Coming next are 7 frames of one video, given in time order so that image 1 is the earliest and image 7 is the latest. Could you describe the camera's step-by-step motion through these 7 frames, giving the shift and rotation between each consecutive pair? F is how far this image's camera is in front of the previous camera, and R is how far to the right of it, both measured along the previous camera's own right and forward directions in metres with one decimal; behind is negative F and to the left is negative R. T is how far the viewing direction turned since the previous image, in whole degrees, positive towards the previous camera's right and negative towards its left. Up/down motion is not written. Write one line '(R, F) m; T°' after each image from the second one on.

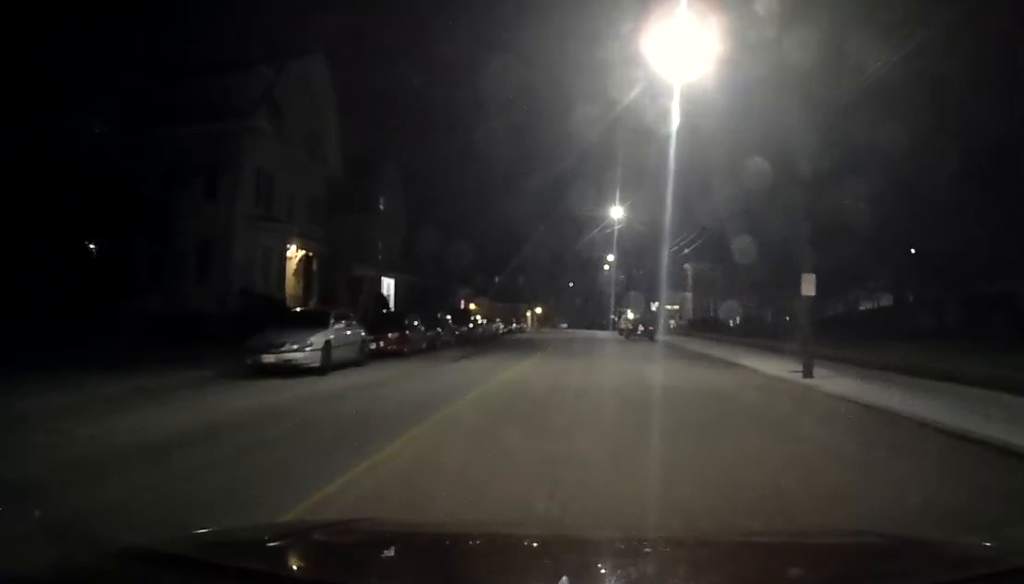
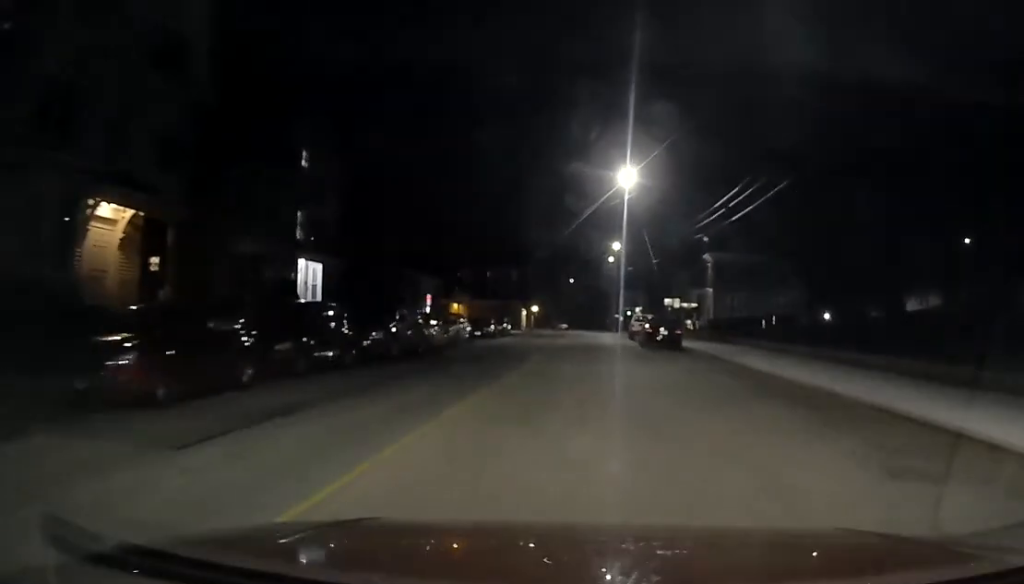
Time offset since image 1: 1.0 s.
(-0.1, +13.1) m; 0°
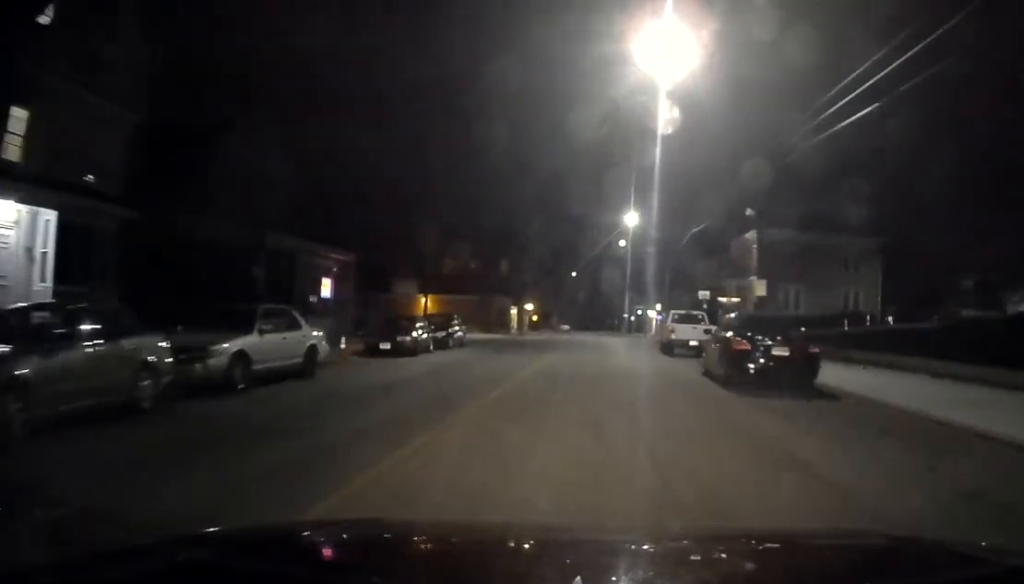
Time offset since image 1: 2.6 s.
(+0.4, +19.4) m; 0°
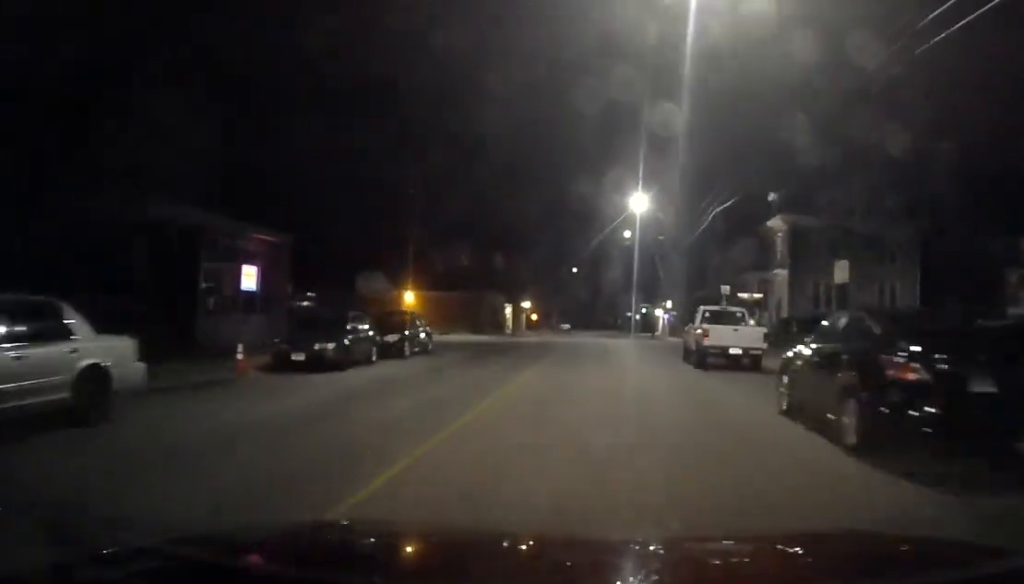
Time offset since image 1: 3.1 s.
(-0.2, +6.6) m; 0°
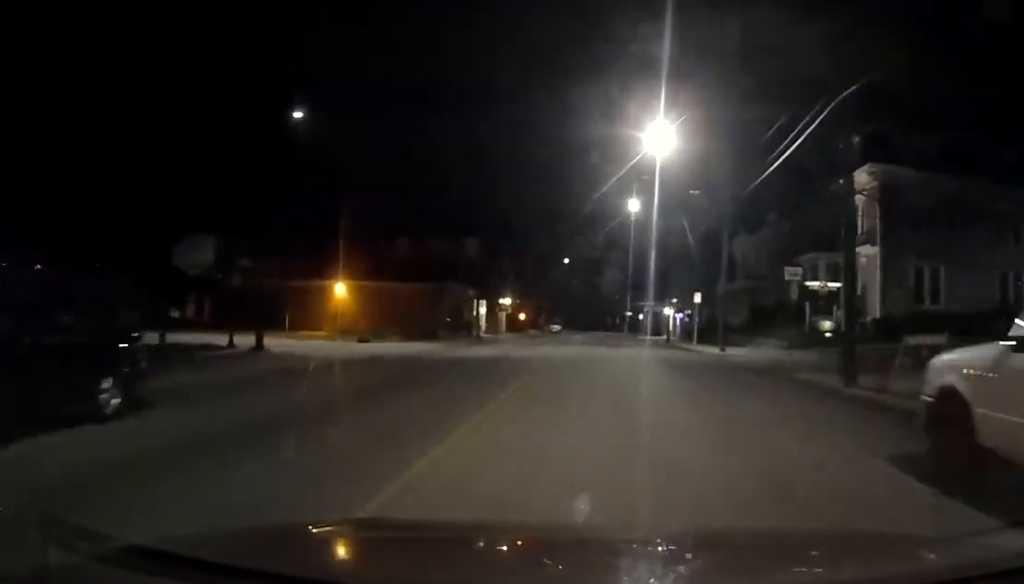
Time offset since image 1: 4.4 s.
(+0.1, +16.5) m; 0°
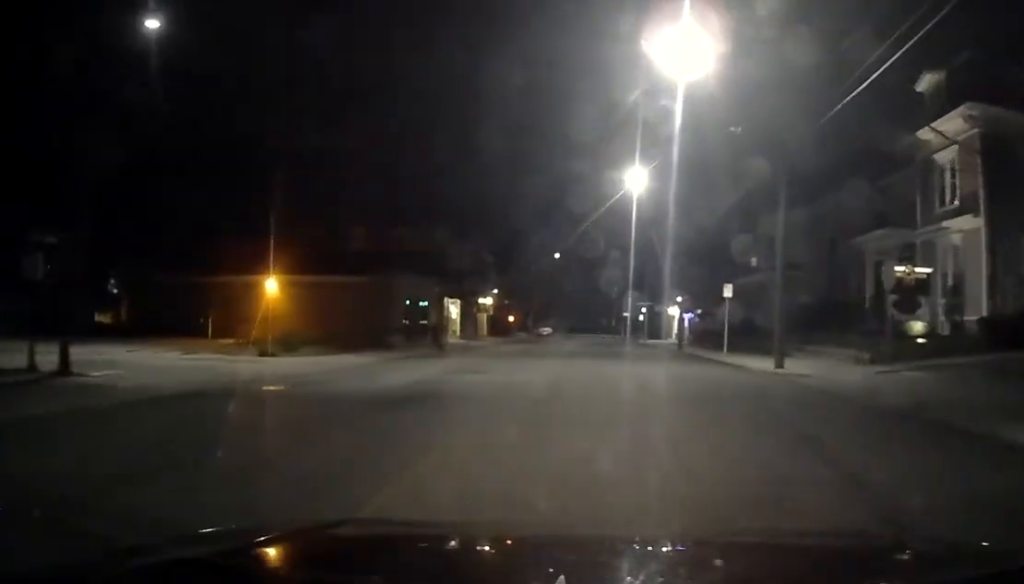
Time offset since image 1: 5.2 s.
(-0.2, +9.7) m; -1°
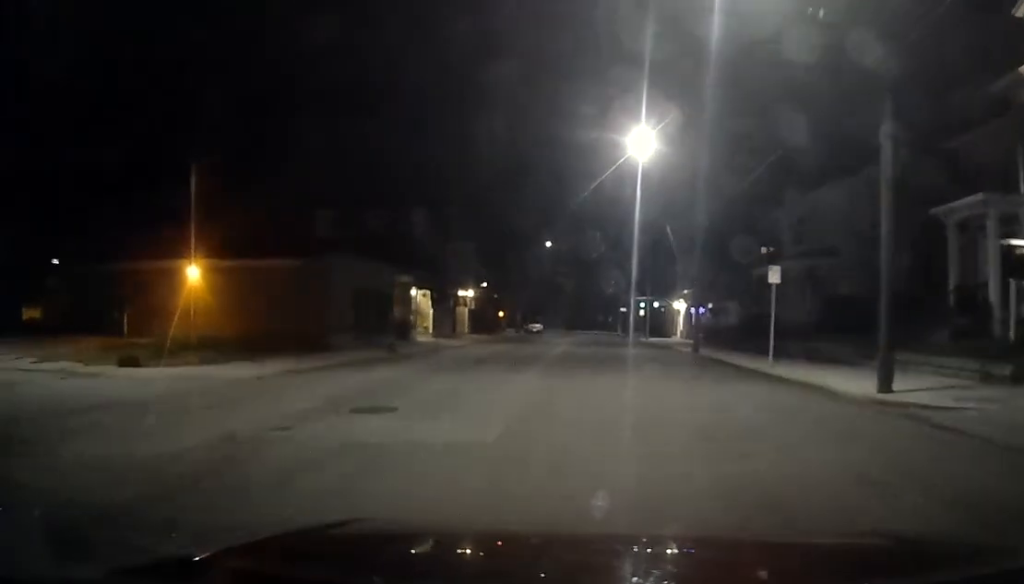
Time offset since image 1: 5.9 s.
(-0.1, +7.6) m; 0°
